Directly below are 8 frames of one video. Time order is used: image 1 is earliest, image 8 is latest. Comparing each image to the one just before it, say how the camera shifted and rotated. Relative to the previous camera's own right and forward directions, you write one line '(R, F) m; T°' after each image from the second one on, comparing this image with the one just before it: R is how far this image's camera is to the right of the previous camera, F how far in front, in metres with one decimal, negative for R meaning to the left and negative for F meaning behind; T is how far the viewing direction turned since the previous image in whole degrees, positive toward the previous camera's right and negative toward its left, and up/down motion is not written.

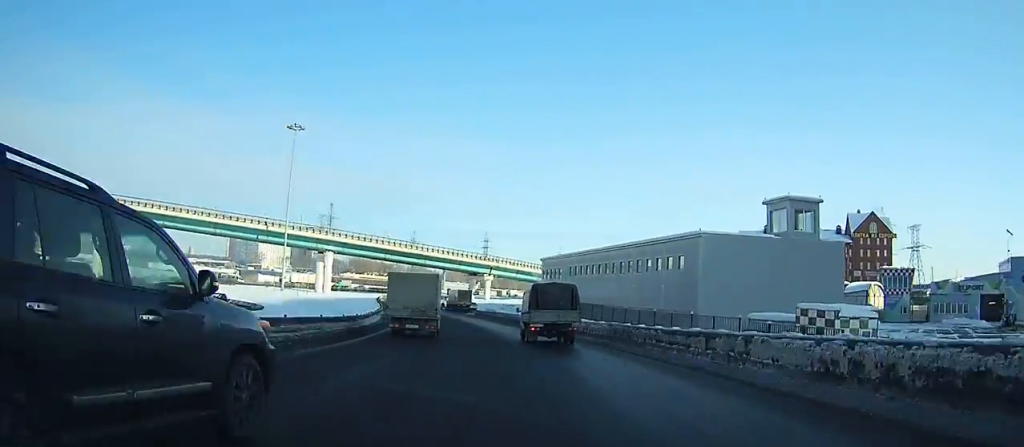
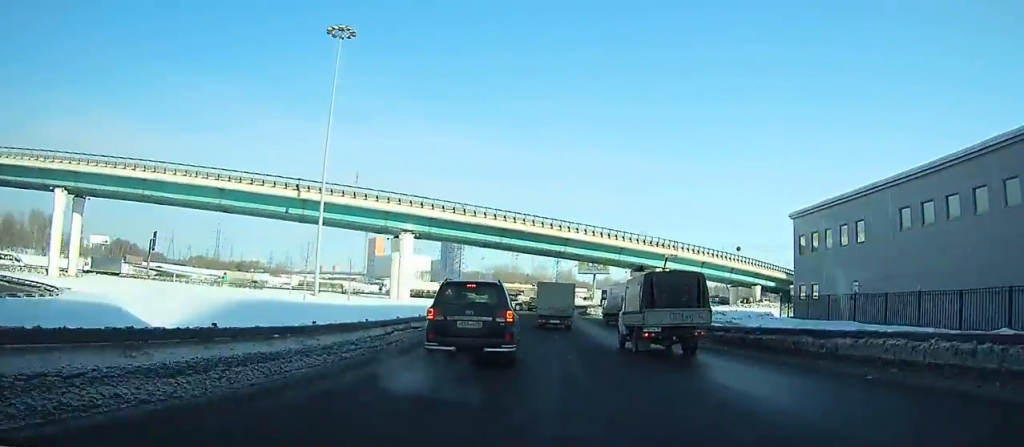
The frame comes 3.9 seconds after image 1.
(-5.0, +47.5) m; -9°
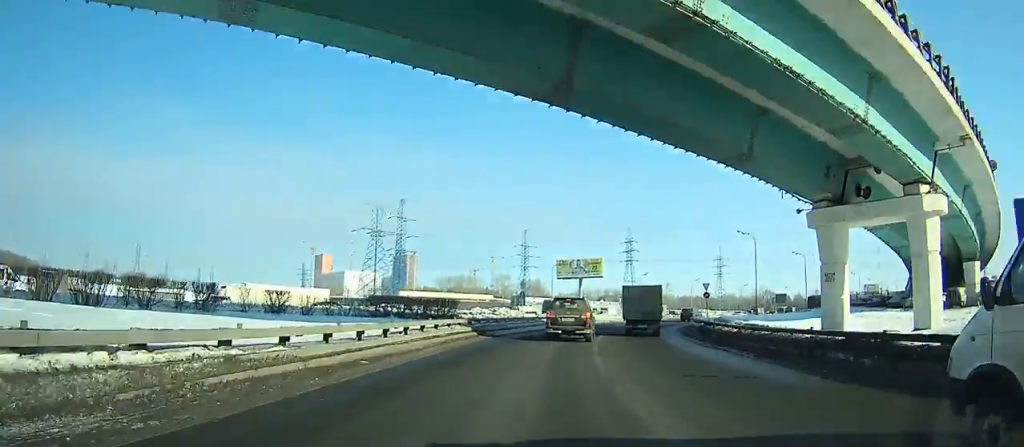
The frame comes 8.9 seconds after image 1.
(+0.3, +64.2) m; +6°
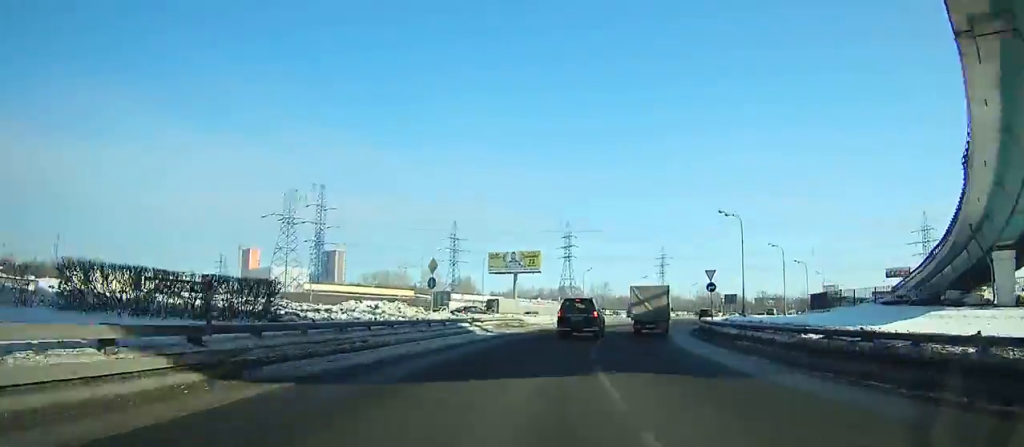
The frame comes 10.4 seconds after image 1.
(+0.7, +18.9) m; +5°
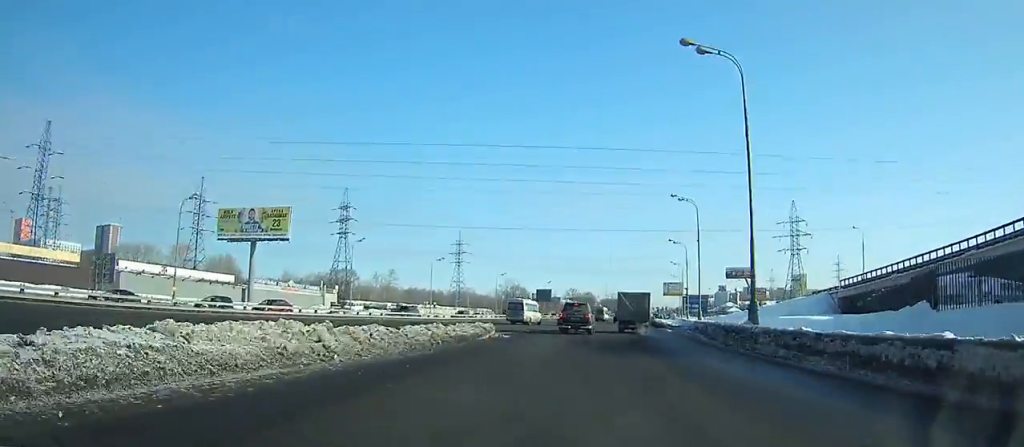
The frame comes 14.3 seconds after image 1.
(+6.9, +47.0) m; +17°
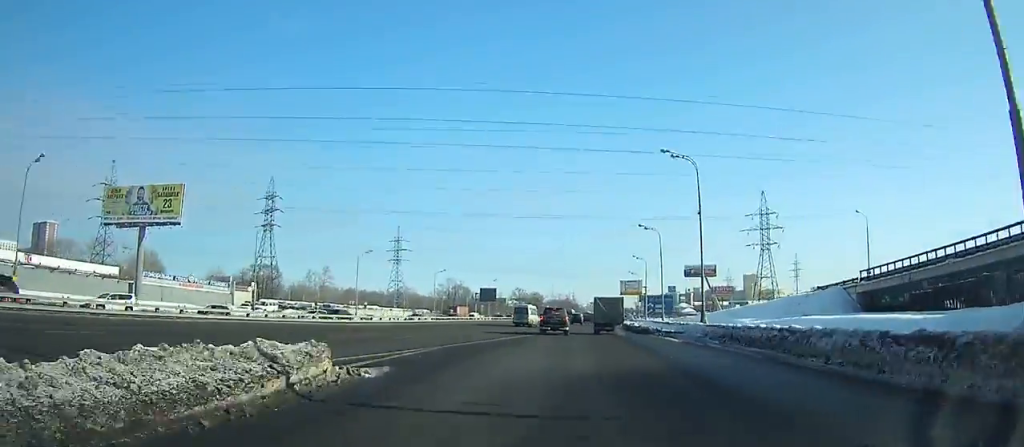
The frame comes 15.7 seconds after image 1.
(+0.4, +16.8) m; +6°
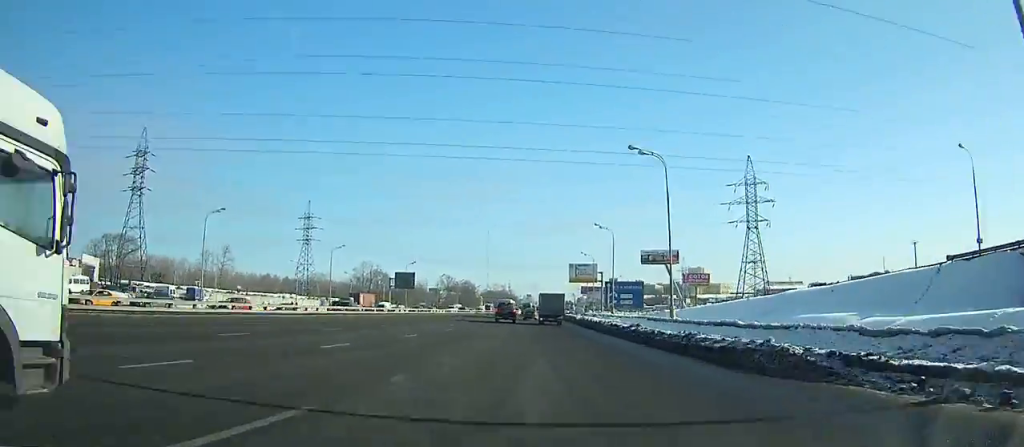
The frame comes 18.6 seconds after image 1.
(+3.0, +34.2) m; +6°
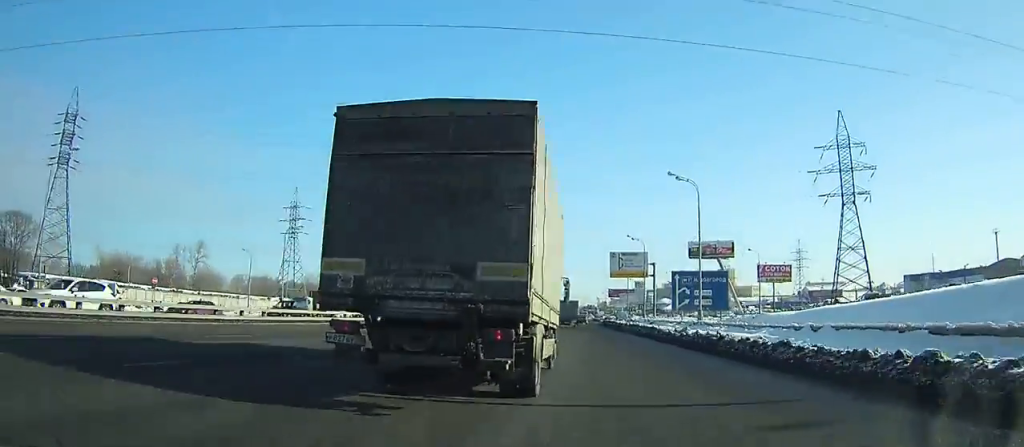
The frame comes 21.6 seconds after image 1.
(+0.6, +36.7) m; +1°
